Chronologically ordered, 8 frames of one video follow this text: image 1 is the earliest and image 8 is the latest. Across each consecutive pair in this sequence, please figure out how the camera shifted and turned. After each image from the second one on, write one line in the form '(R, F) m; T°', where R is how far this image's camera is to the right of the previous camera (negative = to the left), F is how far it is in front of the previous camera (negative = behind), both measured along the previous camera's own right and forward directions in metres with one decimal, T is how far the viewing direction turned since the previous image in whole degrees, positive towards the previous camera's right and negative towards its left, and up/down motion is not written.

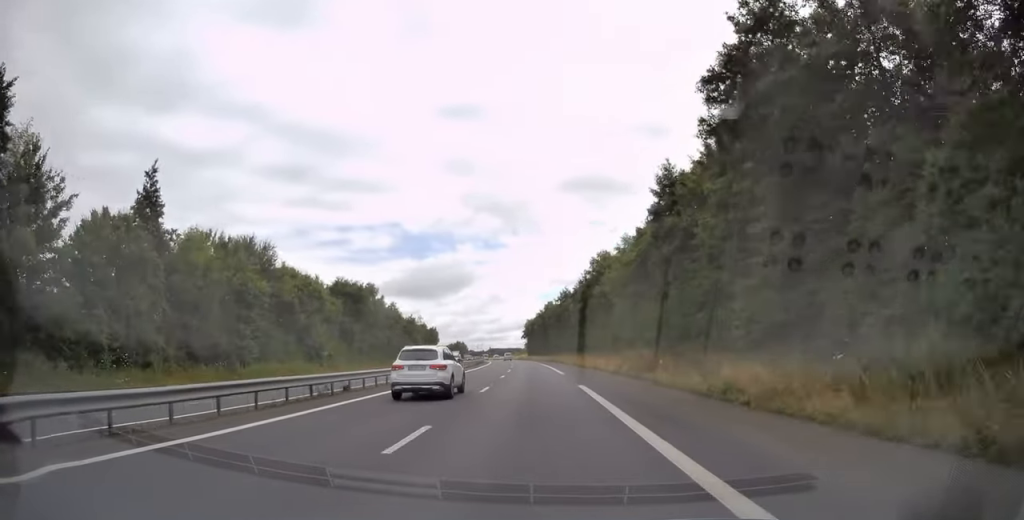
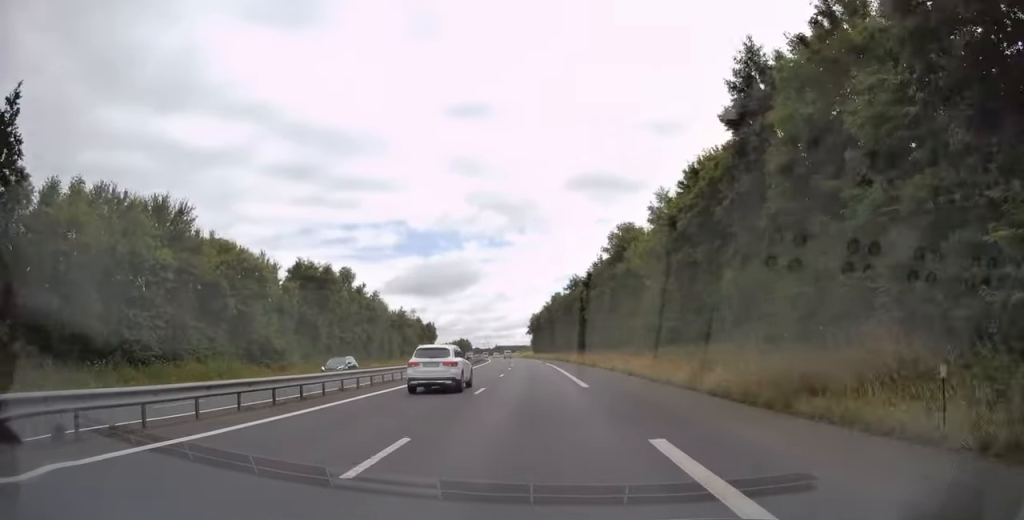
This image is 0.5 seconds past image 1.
(-0.1, +15.0) m; -1°
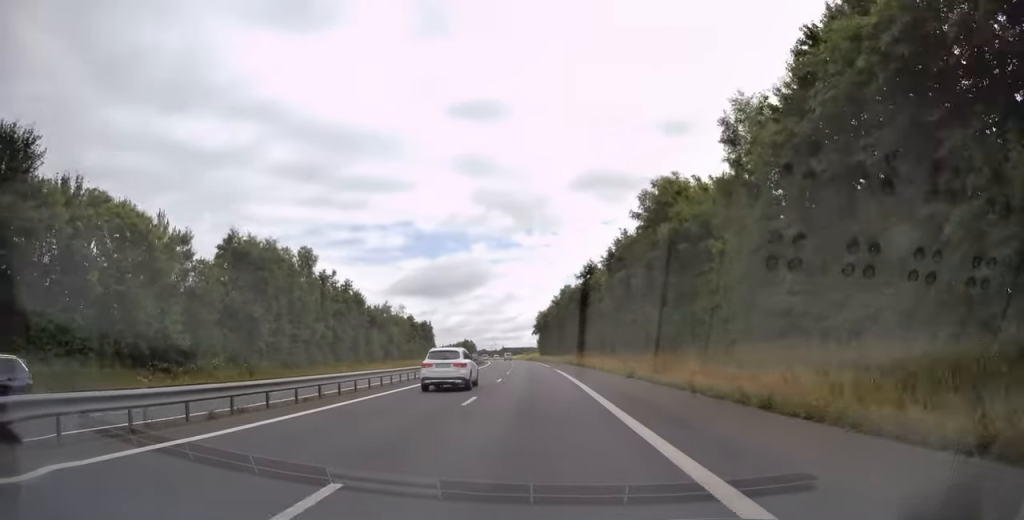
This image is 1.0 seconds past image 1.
(-0.1, +16.5) m; -1°
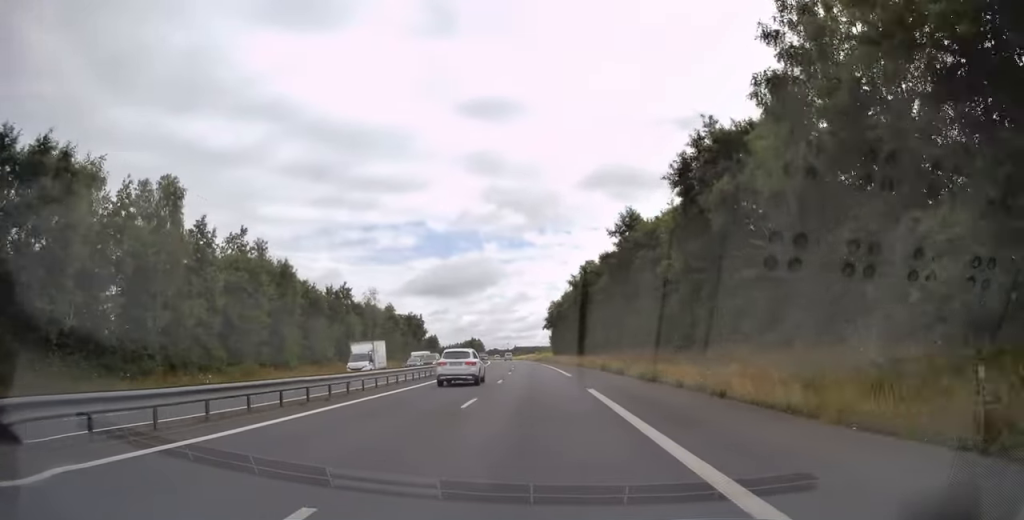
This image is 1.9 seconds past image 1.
(-0.3, +27.4) m; -2°
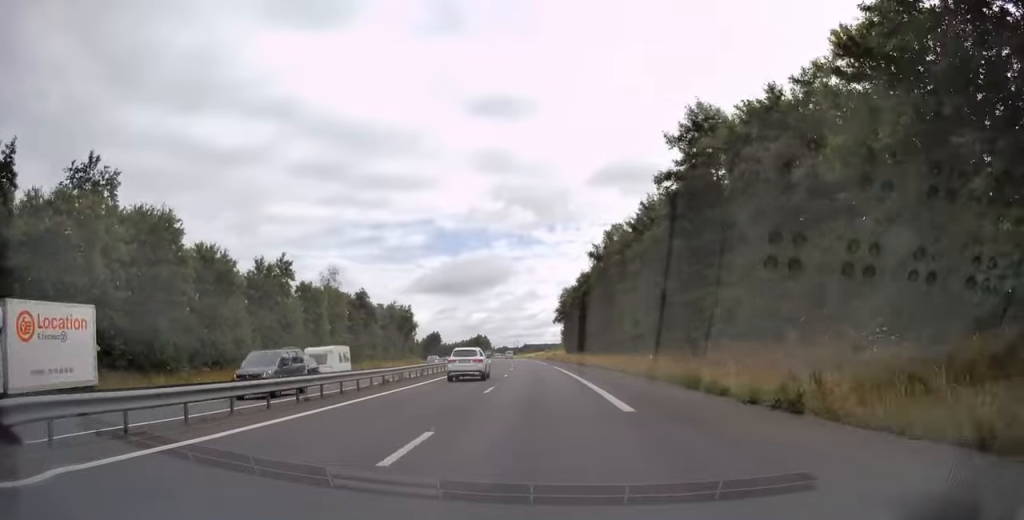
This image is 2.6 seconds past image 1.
(-0.4, +21.2) m; -1°
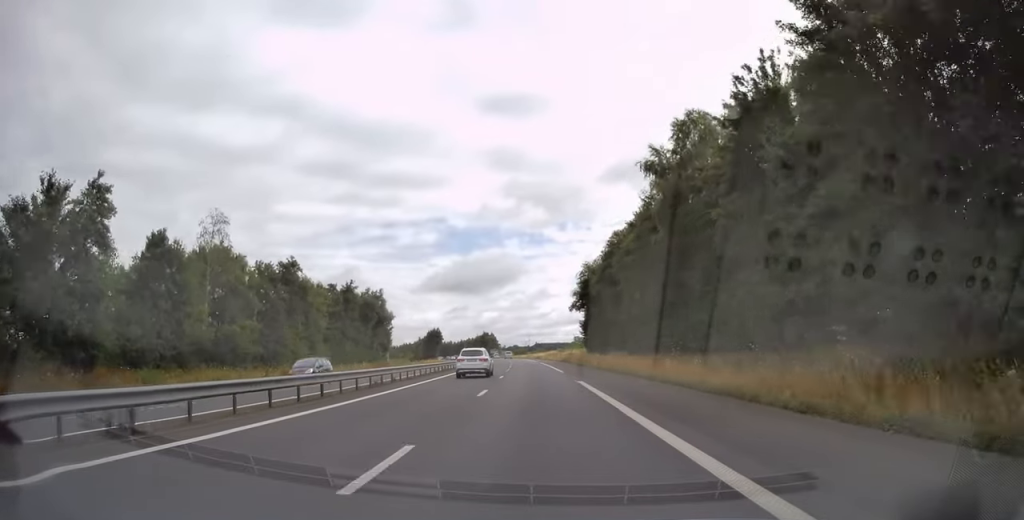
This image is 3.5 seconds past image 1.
(-0.1, +27.9) m; 0°
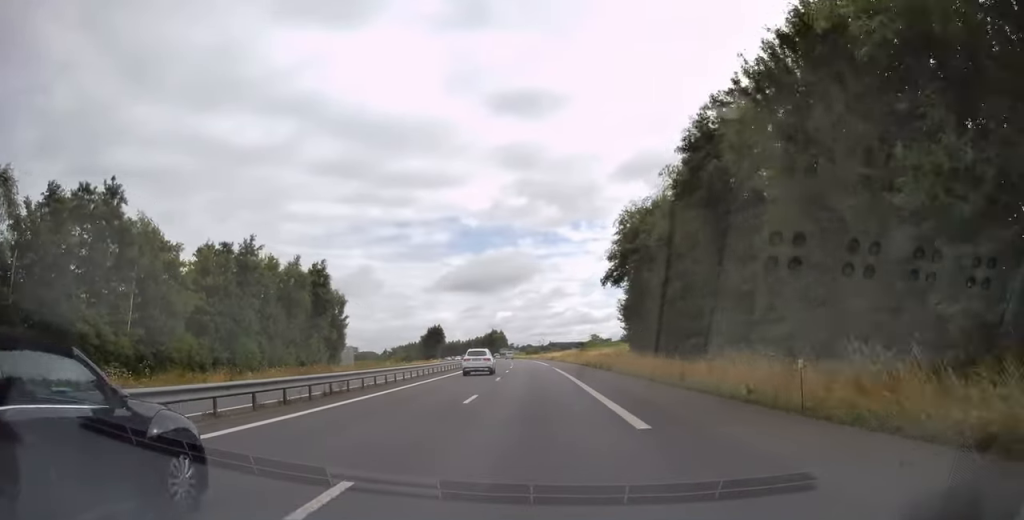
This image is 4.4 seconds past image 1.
(-0.1, +29.0) m; -2°
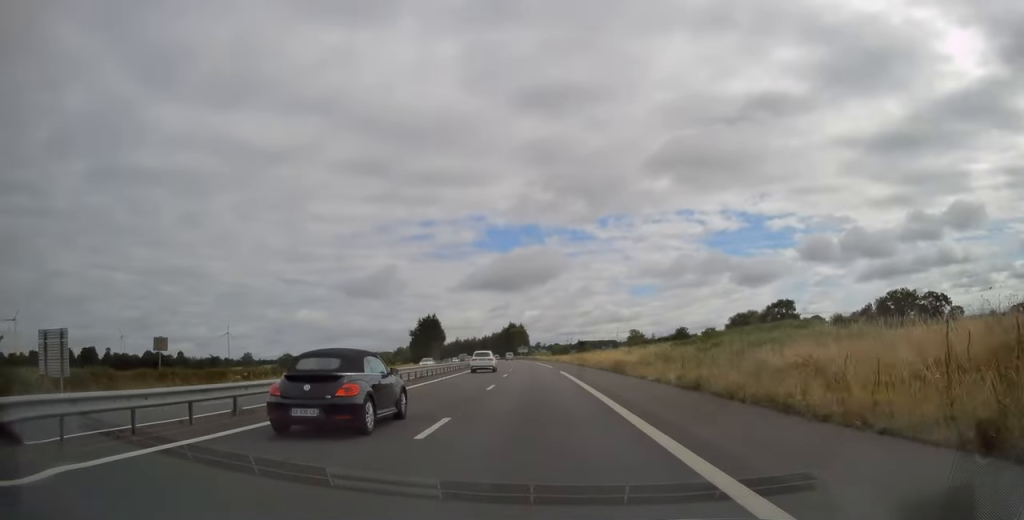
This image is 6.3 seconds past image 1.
(-1.3, +59.4) m; -2°
